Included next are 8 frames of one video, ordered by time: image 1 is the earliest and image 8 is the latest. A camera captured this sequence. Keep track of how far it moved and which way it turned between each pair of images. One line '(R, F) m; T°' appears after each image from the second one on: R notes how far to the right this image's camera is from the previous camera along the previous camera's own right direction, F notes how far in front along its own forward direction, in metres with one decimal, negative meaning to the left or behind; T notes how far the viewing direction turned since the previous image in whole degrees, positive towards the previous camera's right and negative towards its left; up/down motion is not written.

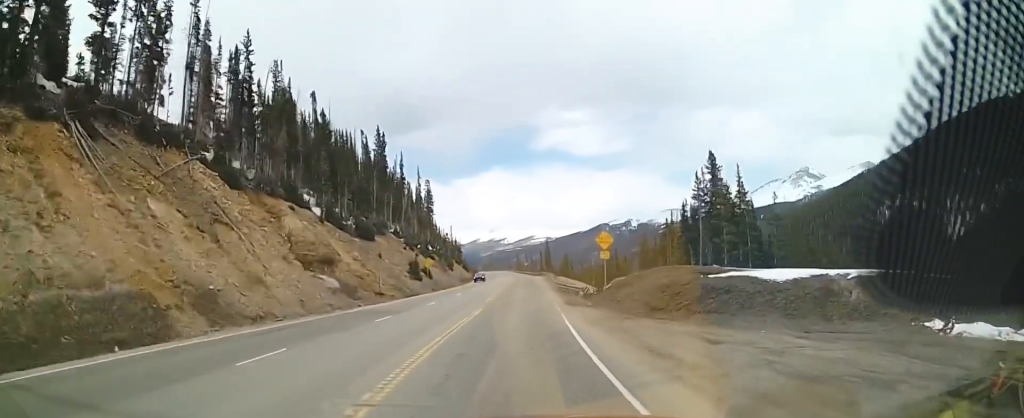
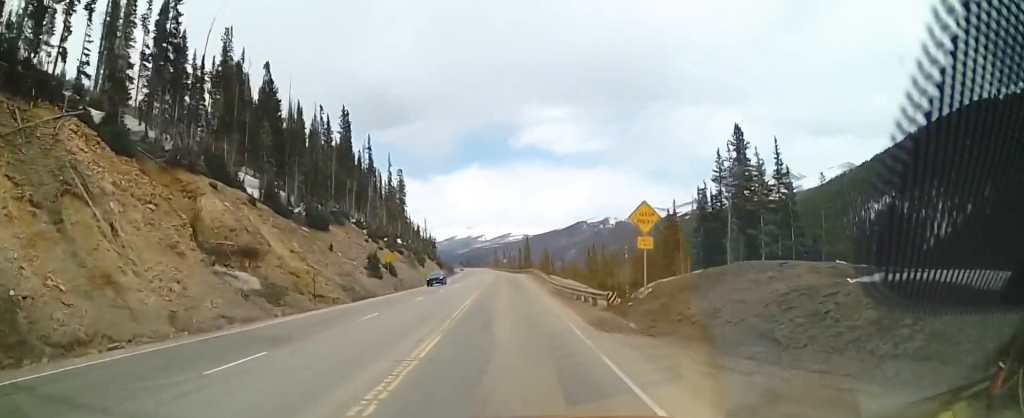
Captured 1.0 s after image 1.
(-0.4, +13.9) m; 0°
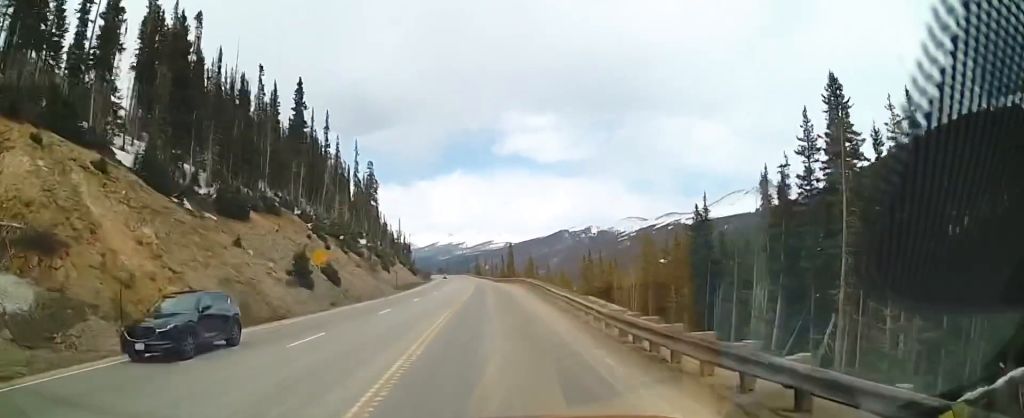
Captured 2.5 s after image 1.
(+1.1, +20.5) m; +7°
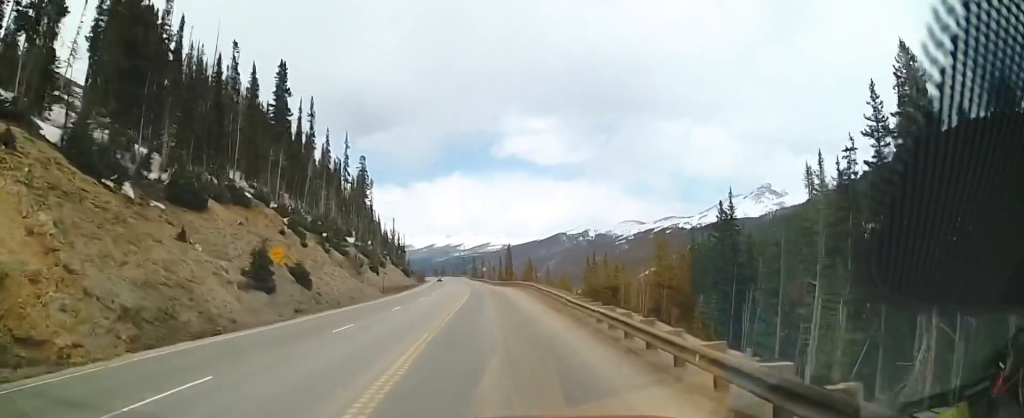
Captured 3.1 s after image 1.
(+0.1, +8.2) m; +1°
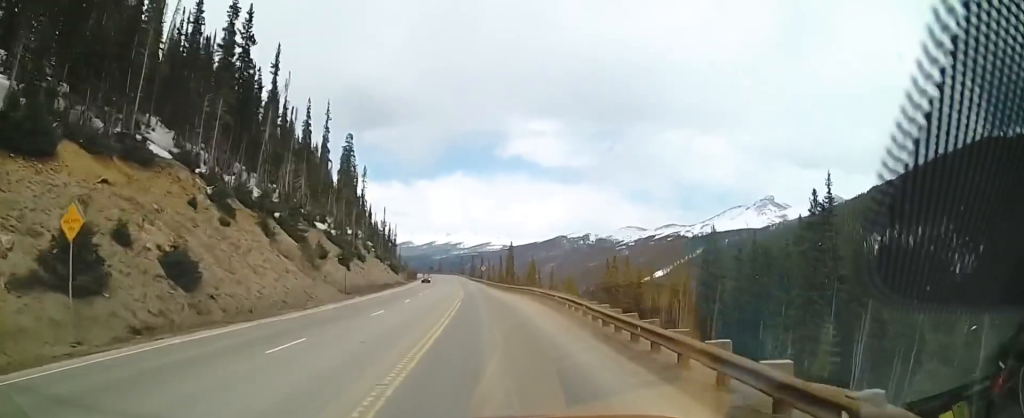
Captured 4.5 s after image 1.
(+0.3, +18.8) m; 0°
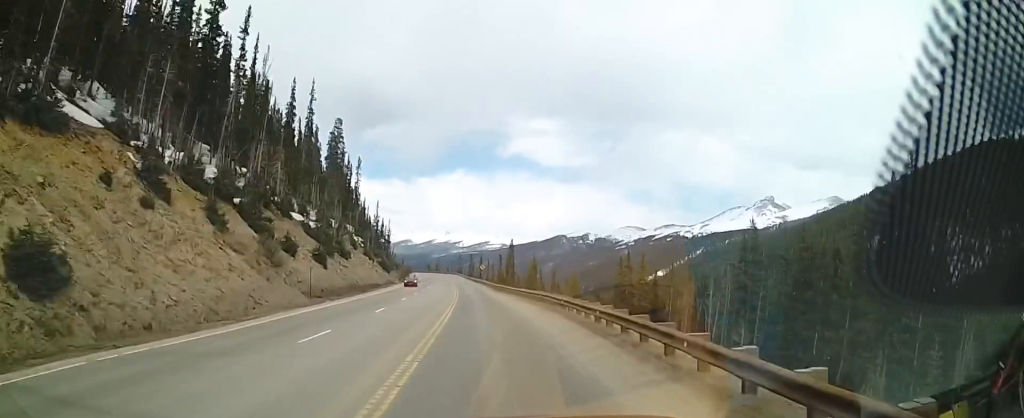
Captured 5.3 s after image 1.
(-0.2, +10.6) m; -1°
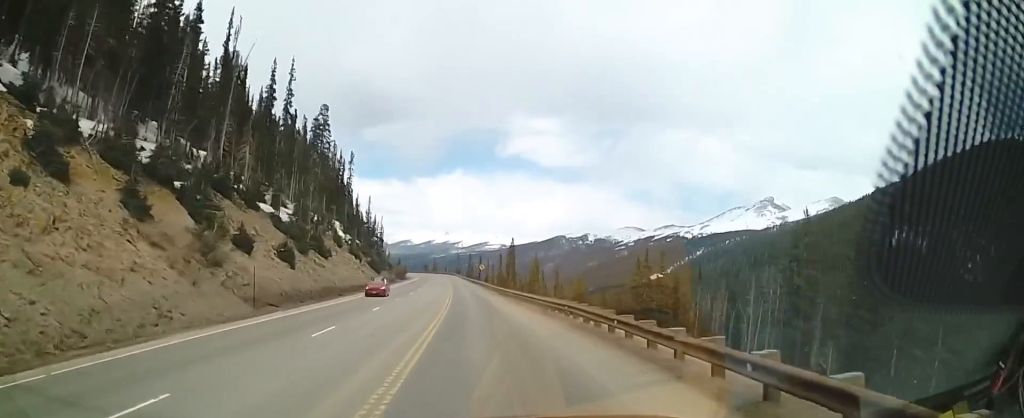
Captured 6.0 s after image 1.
(0.0, +10.2) m; -1°
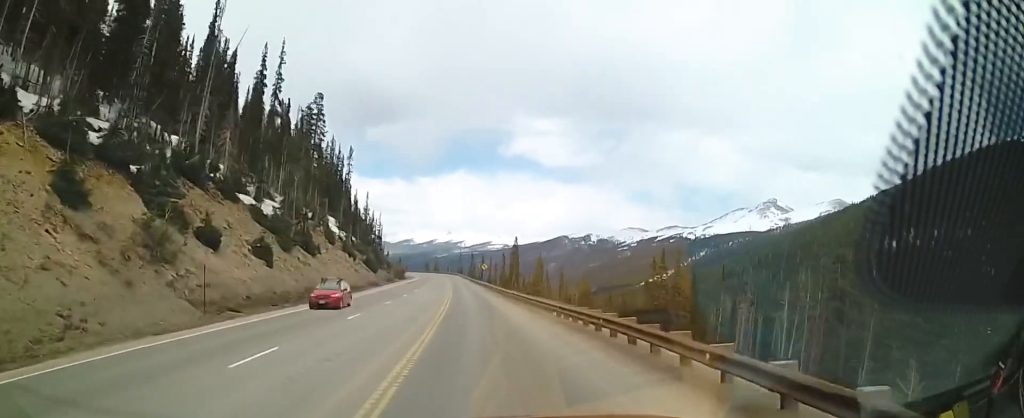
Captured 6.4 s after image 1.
(+0.1, +6.0) m; 0°
